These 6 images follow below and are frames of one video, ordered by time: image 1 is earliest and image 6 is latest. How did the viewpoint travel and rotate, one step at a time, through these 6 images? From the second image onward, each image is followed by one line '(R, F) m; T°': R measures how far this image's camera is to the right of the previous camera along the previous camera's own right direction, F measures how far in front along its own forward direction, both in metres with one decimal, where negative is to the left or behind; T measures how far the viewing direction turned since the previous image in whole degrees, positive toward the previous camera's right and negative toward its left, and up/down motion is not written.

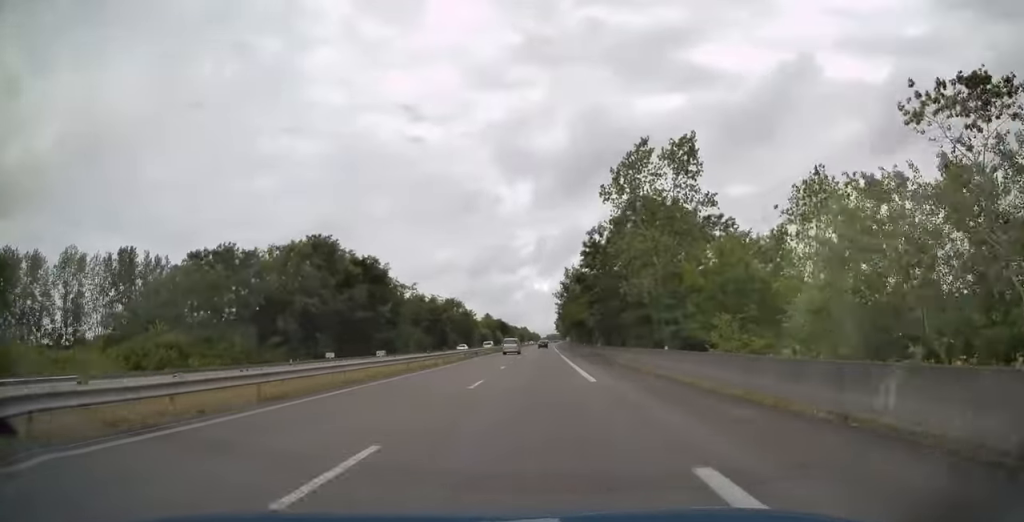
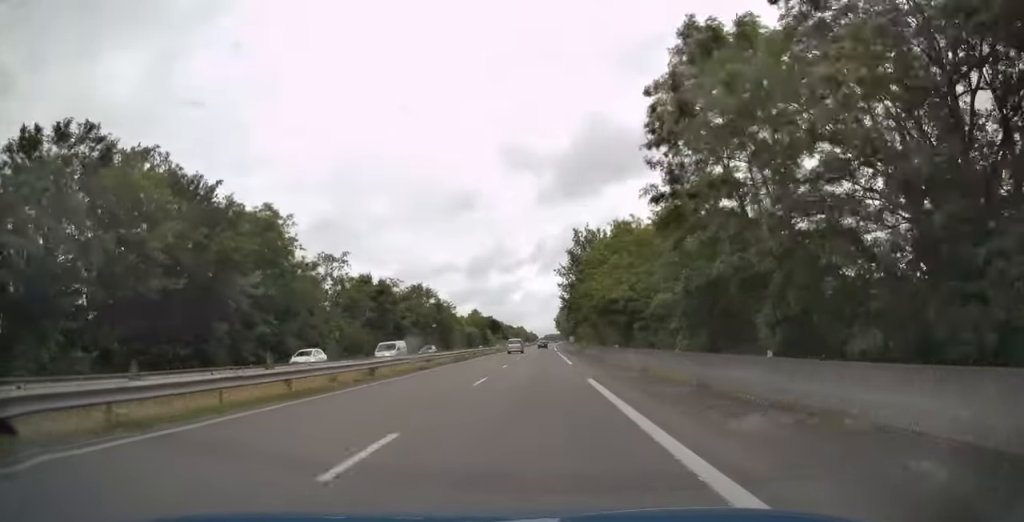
(+0.1, +38.0) m; 0°
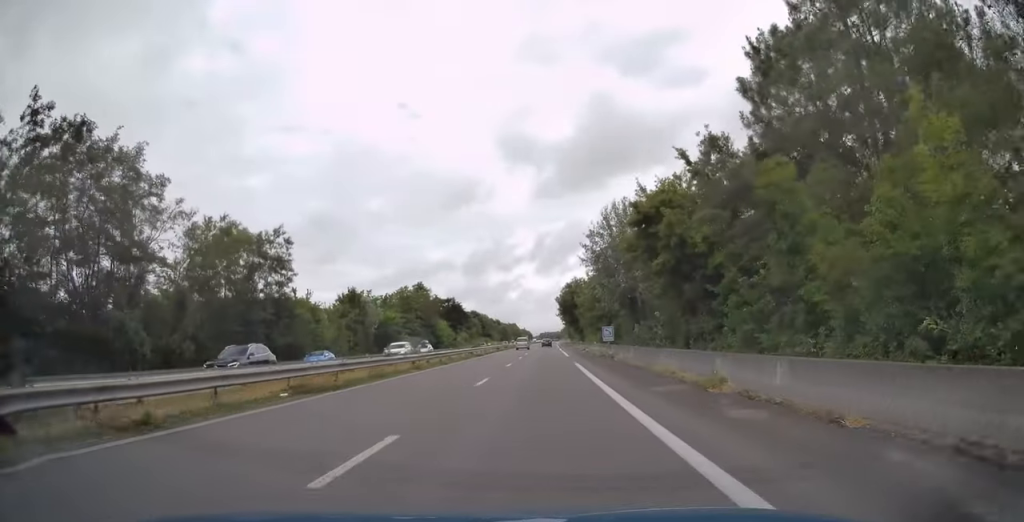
(+0.6, +92.2) m; +1°
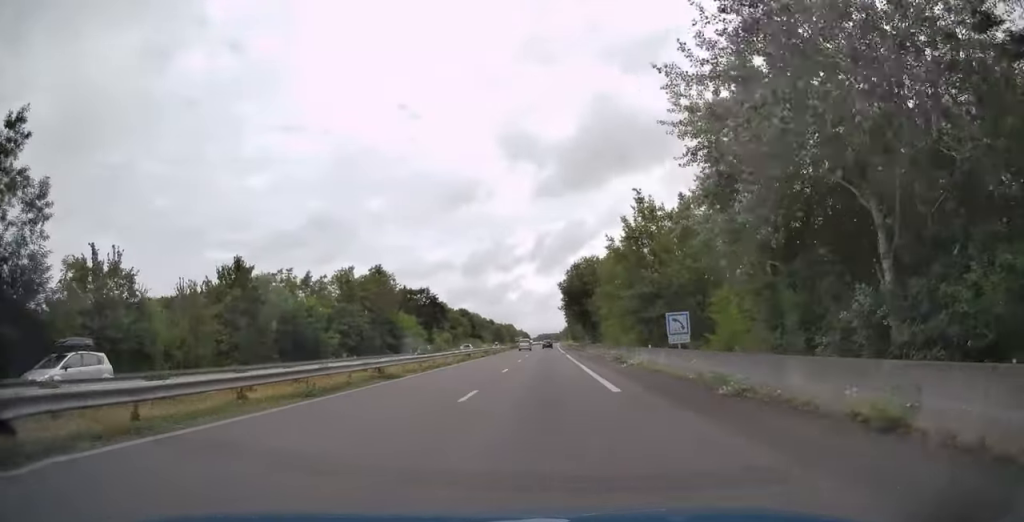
(0.0, +31.2) m; 0°
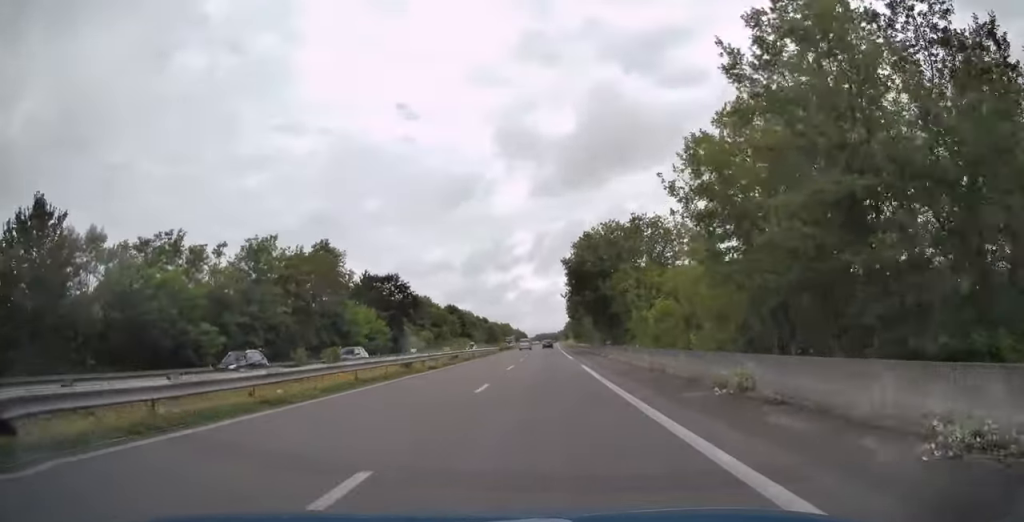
(0.0, +23.6) m; 0°
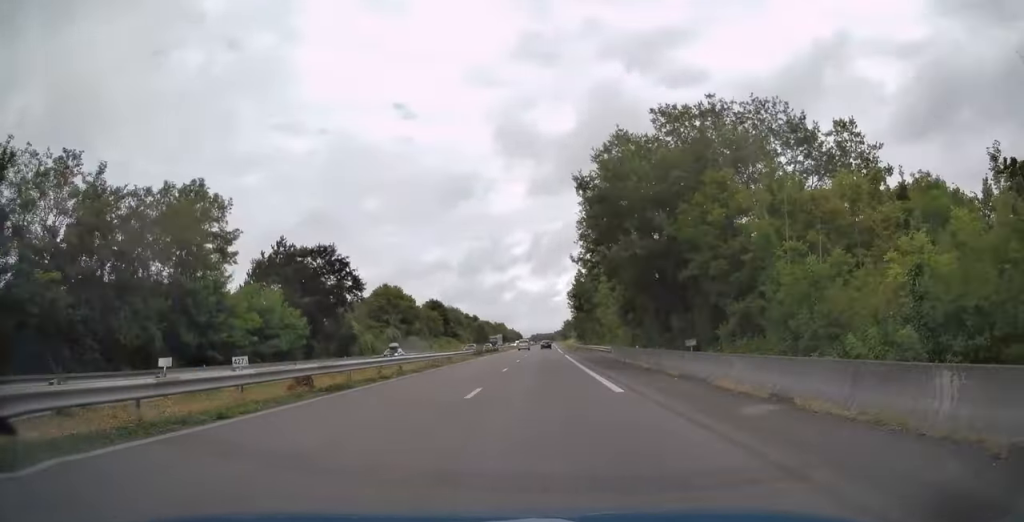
(+0.1, +28.5) m; 0°
